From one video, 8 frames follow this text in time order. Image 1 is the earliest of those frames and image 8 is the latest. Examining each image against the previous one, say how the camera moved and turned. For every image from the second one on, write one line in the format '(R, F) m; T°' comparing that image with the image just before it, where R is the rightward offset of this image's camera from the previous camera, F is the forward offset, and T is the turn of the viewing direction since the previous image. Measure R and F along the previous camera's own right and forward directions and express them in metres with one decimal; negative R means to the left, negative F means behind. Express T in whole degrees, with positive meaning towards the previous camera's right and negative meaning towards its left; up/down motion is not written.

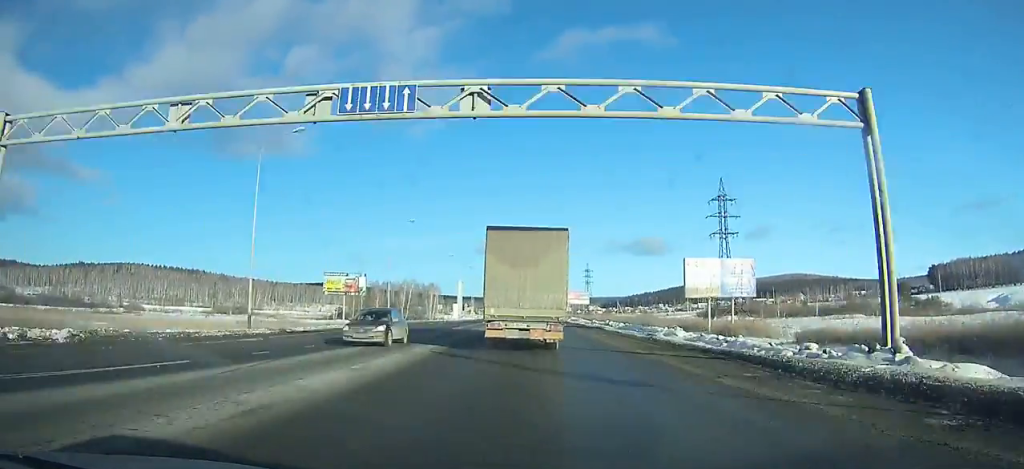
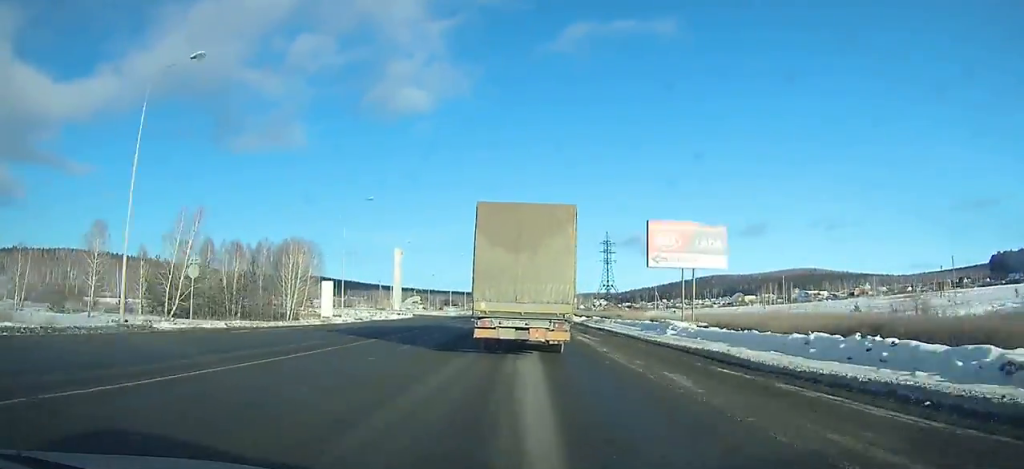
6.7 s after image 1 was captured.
(+1.3, +109.8) m; +1°
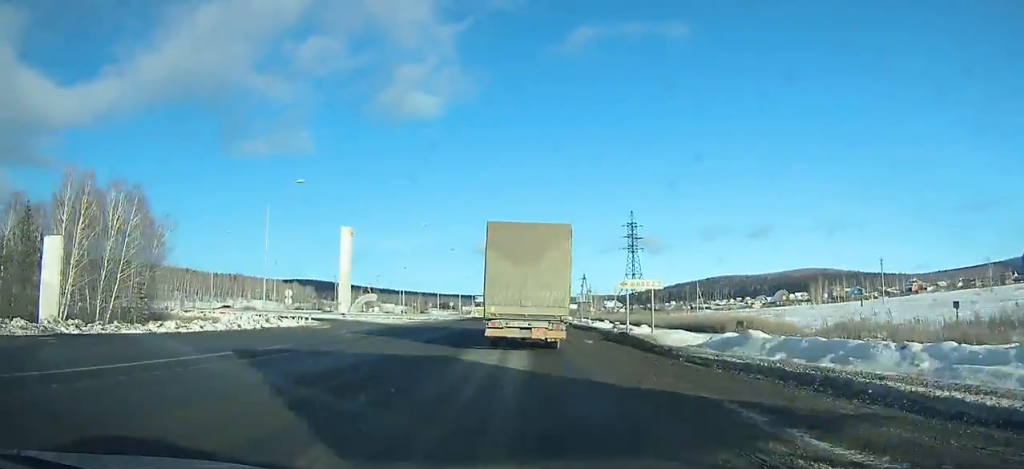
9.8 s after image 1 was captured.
(-0.4, +48.8) m; -1°
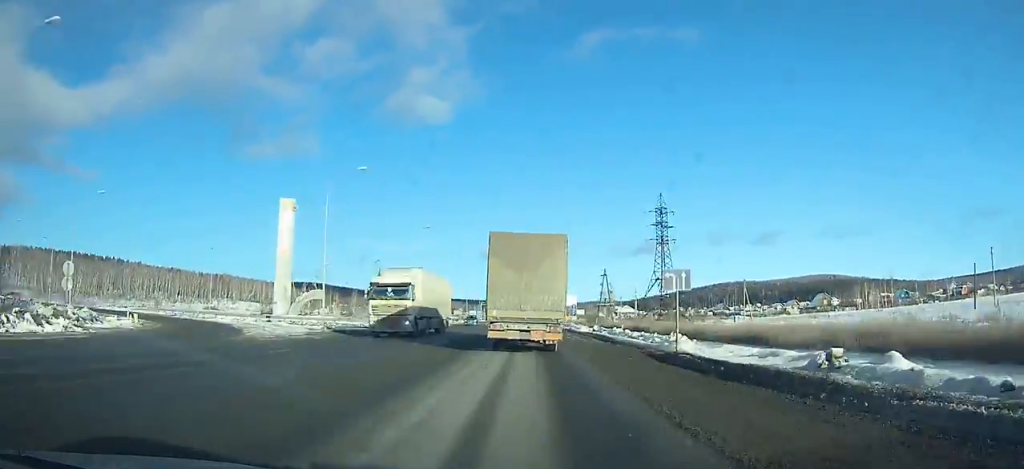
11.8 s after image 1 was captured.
(-0.2, +31.8) m; 0°
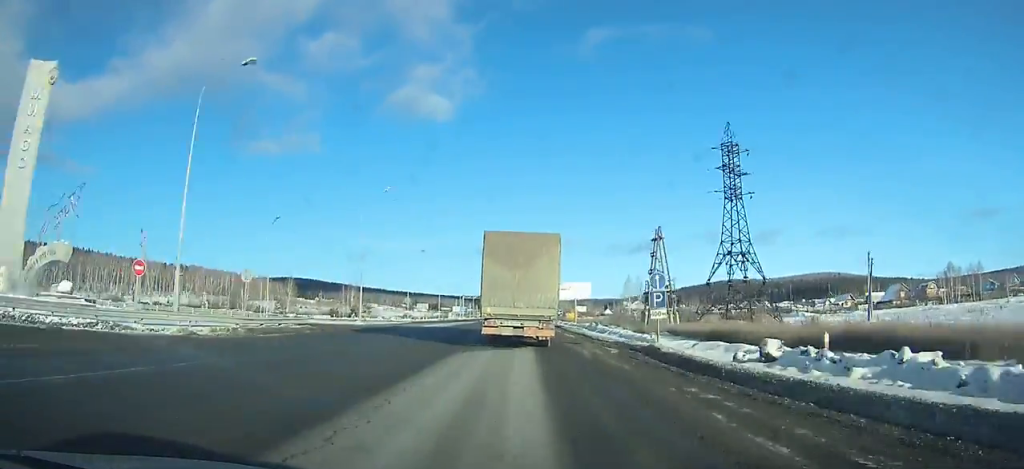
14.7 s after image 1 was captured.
(-0.1, +46.9) m; 0°
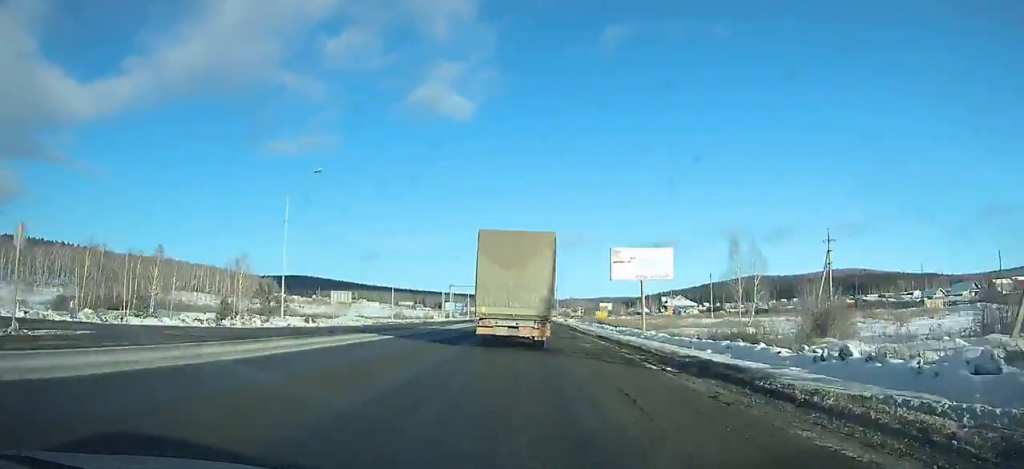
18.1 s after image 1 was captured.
(-0.1, +56.8) m; 0°
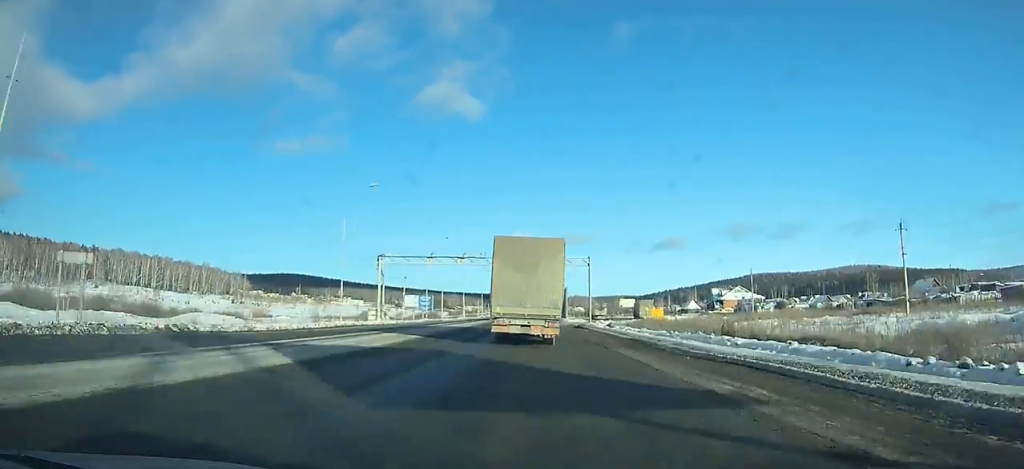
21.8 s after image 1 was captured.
(0.0, +64.0) m; 0°
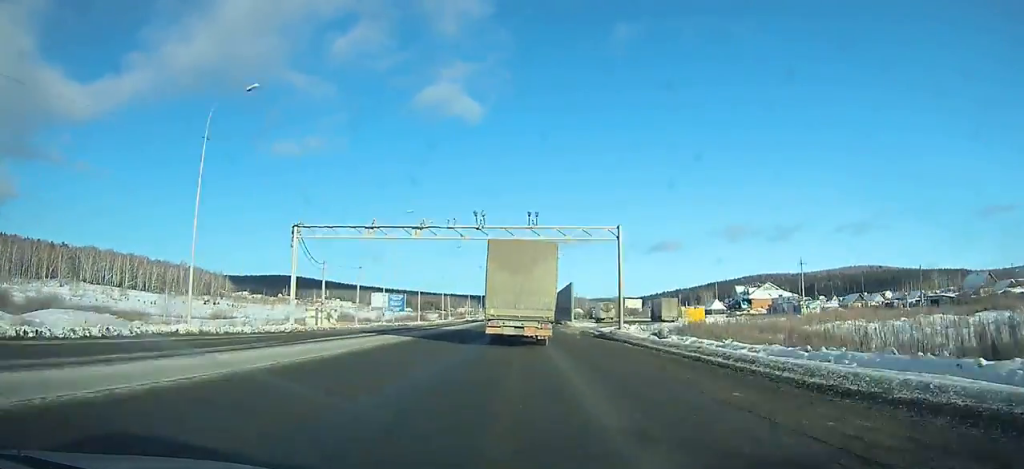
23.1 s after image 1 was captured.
(-0.1, +23.1) m; 0°
